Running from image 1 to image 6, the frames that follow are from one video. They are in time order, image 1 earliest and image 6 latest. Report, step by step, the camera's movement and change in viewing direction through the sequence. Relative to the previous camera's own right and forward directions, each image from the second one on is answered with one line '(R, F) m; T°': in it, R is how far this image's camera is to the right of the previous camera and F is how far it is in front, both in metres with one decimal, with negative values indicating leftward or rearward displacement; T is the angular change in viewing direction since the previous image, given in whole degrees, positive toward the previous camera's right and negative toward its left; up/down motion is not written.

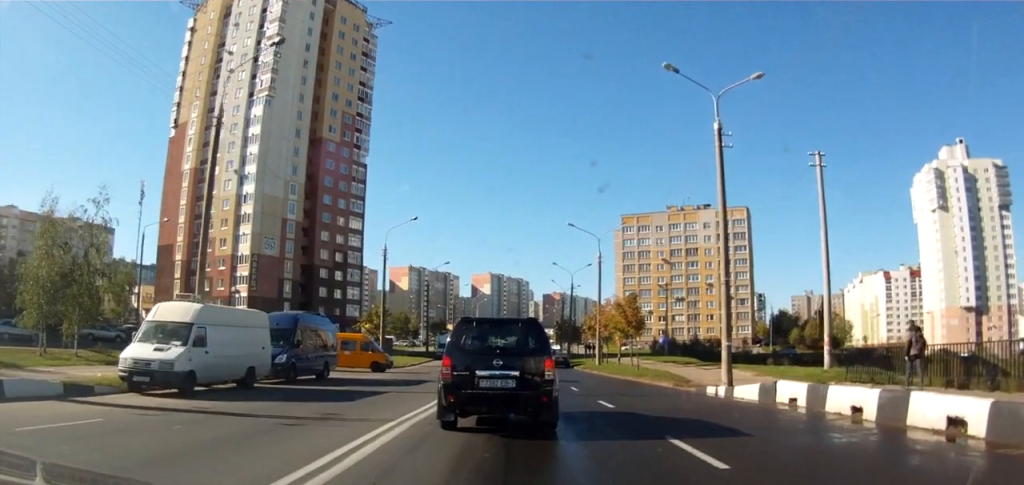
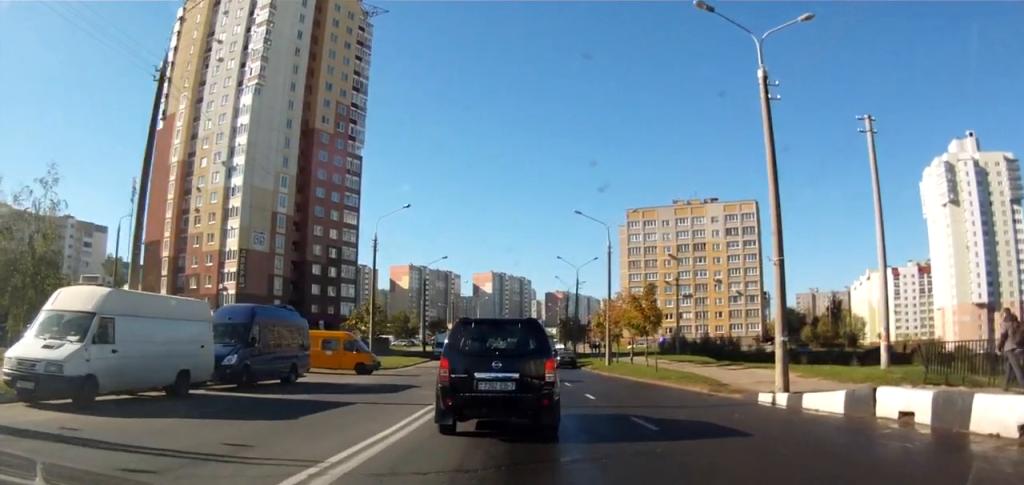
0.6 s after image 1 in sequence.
(+0.1, +4.4) m; 0°
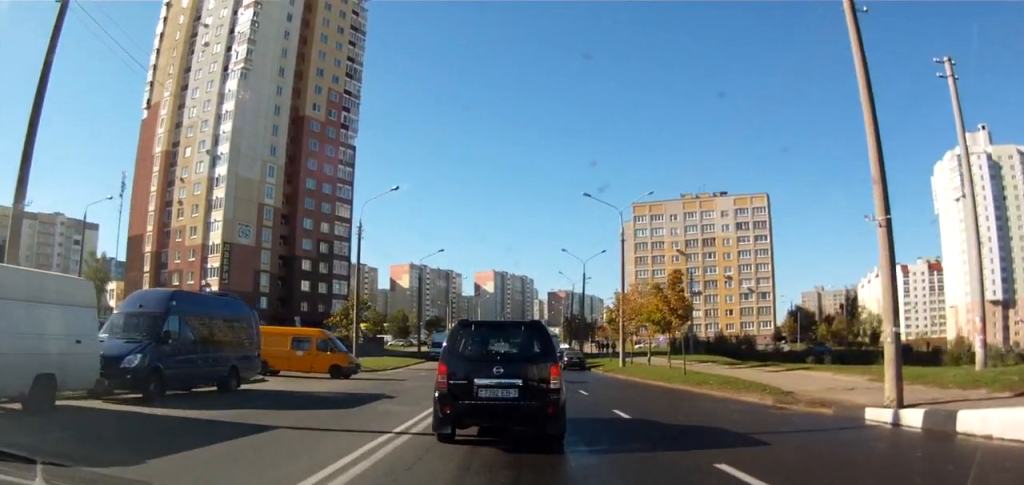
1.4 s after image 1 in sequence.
(-0.3, +5.3) m; +1°
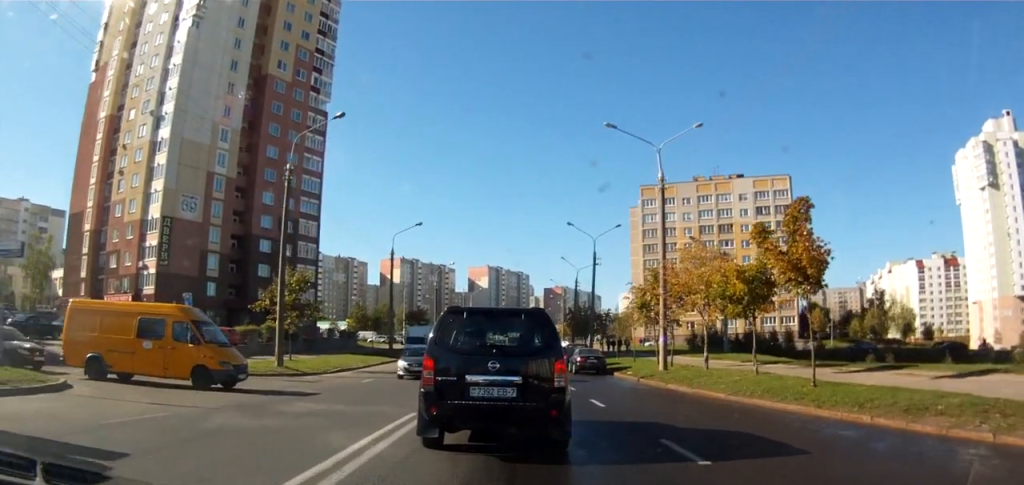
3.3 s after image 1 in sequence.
(-0.2, +13.2) m; -3°
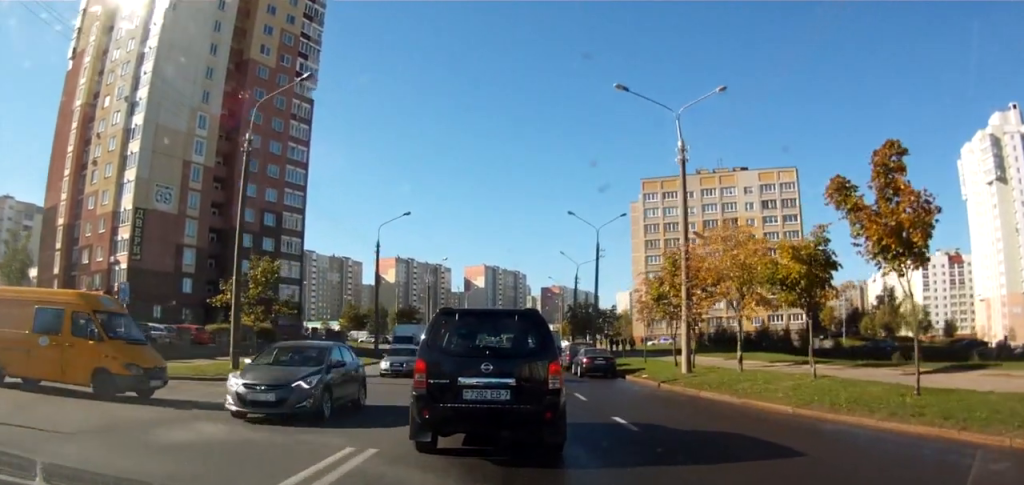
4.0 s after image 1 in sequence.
(+0.2, +4.8) m; -2°
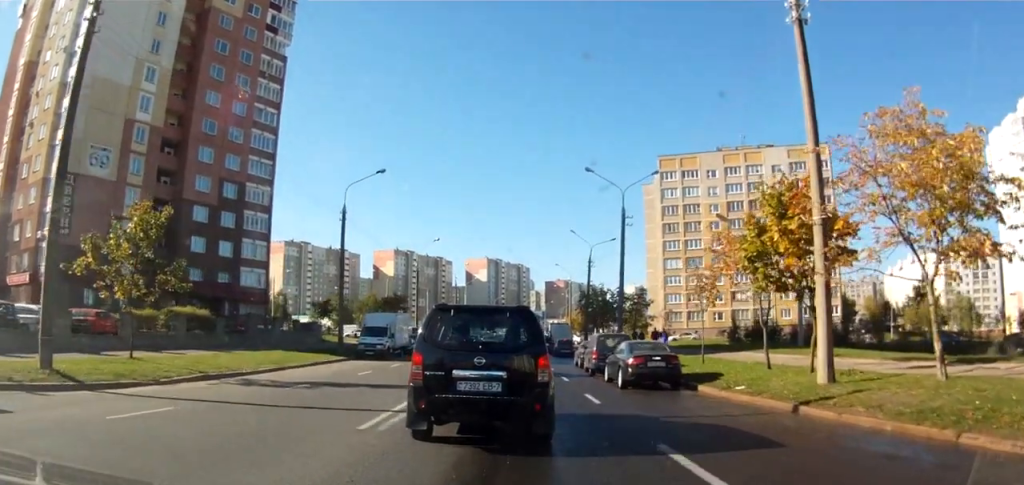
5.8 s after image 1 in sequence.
(-0.7, +12.4) m; -4°
